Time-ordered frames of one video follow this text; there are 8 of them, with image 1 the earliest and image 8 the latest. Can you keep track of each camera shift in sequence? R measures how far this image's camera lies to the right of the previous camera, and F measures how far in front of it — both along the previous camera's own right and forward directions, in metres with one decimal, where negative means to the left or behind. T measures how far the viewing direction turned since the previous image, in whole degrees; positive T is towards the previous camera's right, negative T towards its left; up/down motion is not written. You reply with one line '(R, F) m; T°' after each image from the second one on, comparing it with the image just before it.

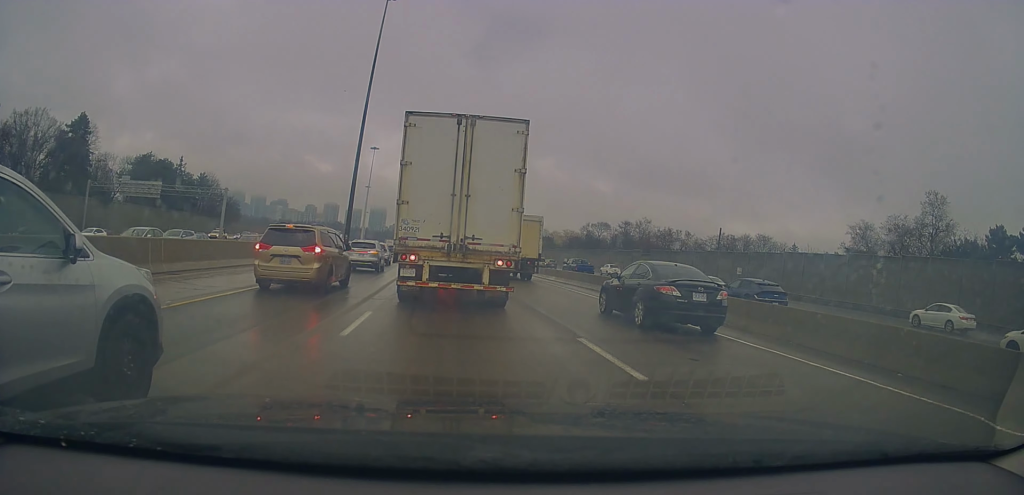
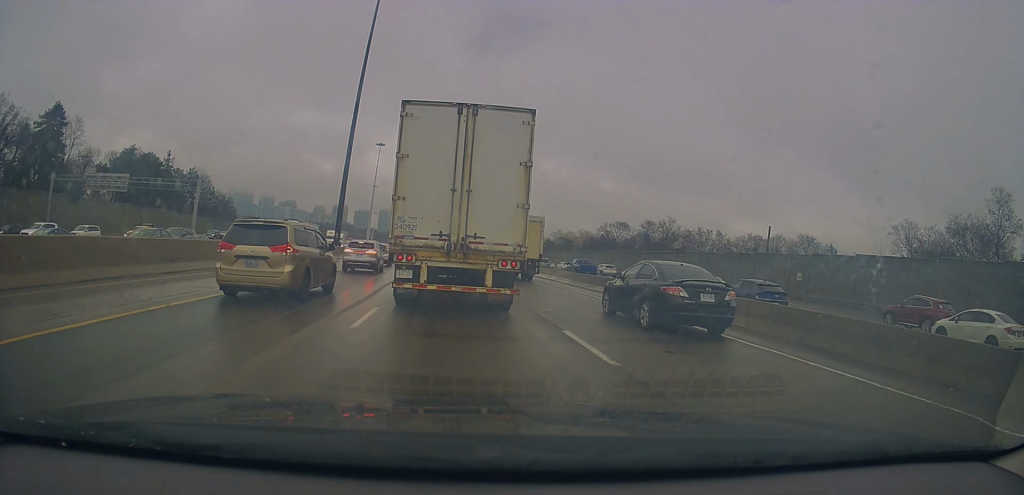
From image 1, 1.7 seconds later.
(+0.1, +11.5) m; +3°
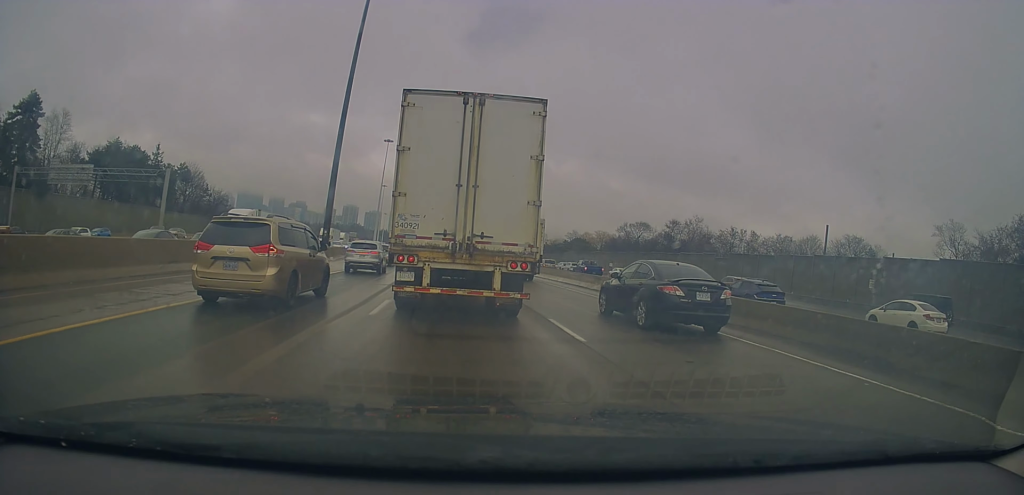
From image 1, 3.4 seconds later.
(-0.8, +10.2) m; -5°
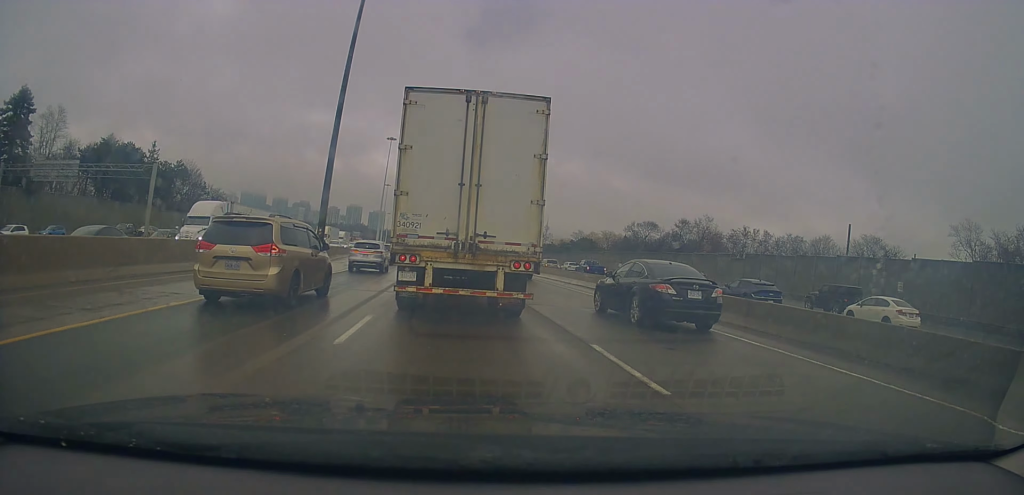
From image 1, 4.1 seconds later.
(0.0, +3.6) m; +2°
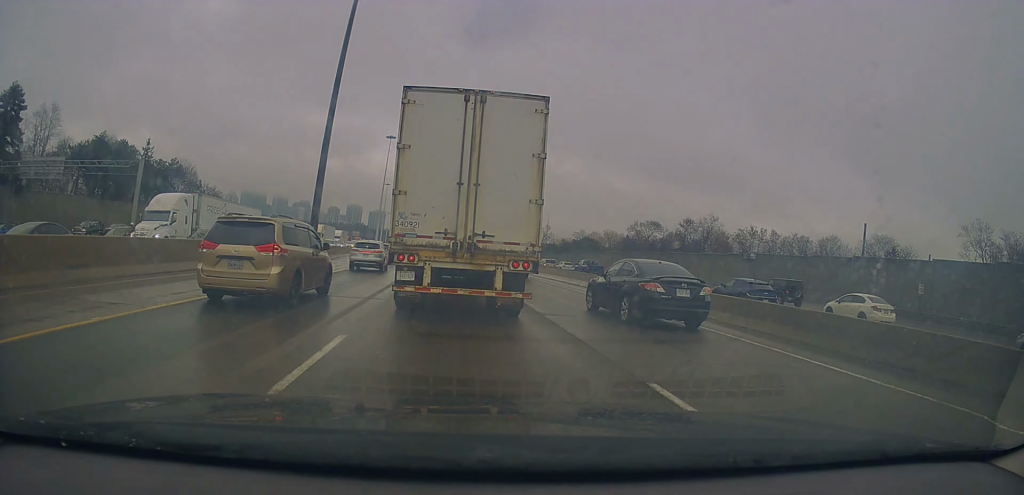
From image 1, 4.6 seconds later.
(+0.2, +2.6) m; +3°
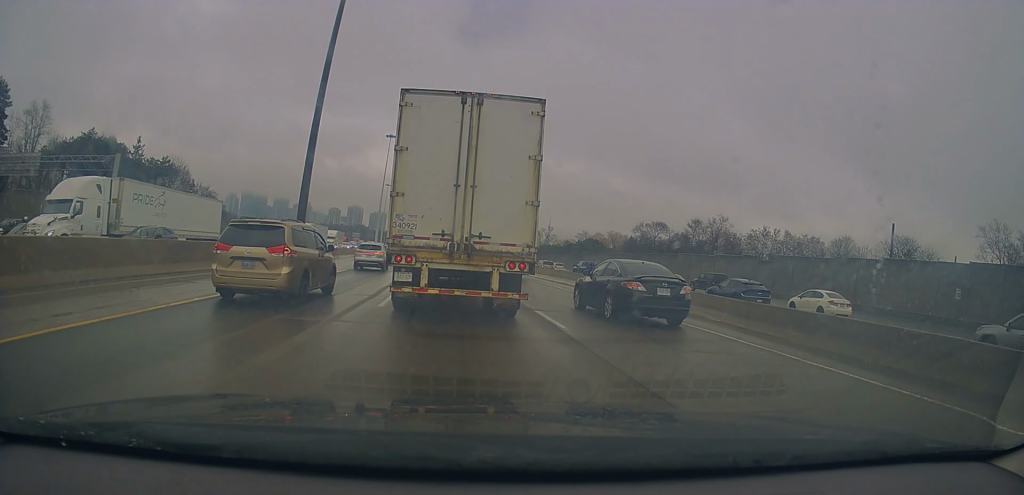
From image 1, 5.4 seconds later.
(+0.1, +4.3) m; -1°
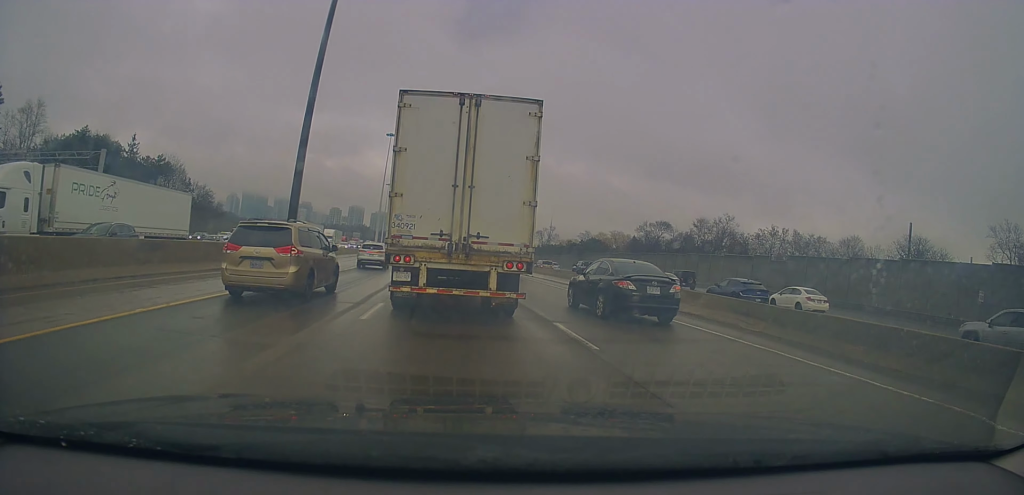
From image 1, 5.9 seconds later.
(0.0, +2.4) m; -1°
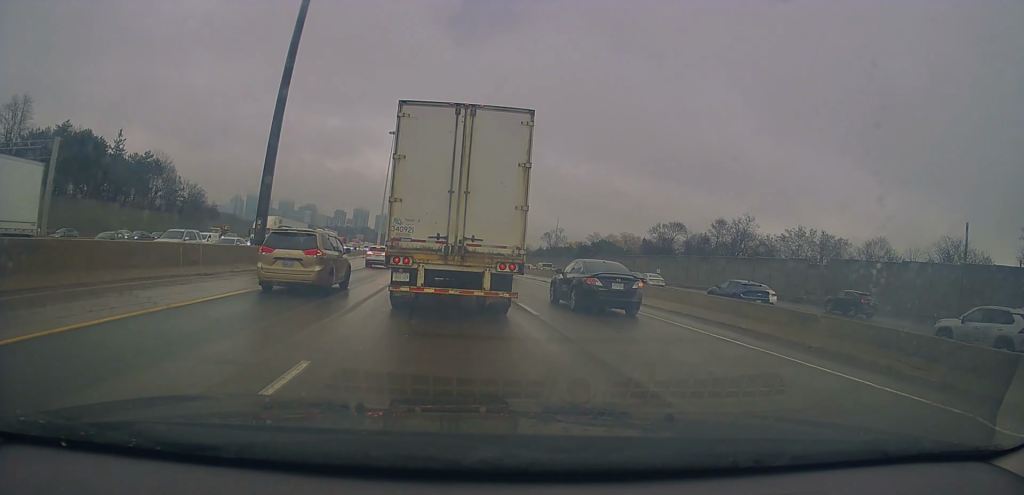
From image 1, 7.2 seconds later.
(-0.3, +6.9) m; -3°
